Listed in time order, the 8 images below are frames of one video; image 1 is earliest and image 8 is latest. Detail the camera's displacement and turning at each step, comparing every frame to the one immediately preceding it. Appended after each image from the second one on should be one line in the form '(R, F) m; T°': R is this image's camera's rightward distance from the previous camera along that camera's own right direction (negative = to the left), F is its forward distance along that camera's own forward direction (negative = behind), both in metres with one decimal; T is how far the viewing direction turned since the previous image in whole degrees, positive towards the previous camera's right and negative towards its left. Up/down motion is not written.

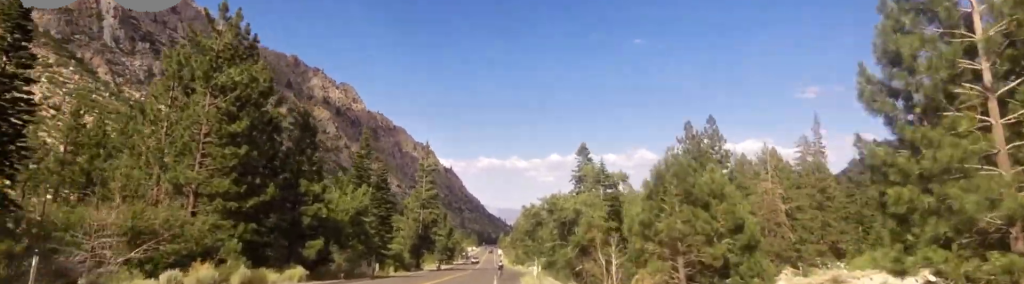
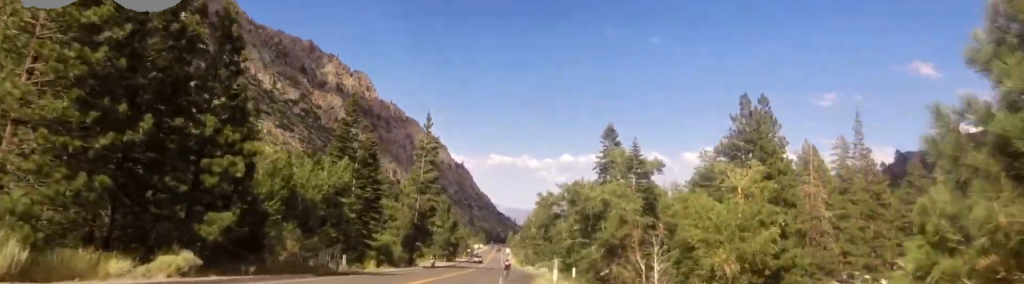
(+1.2, +14.9) m; 0°
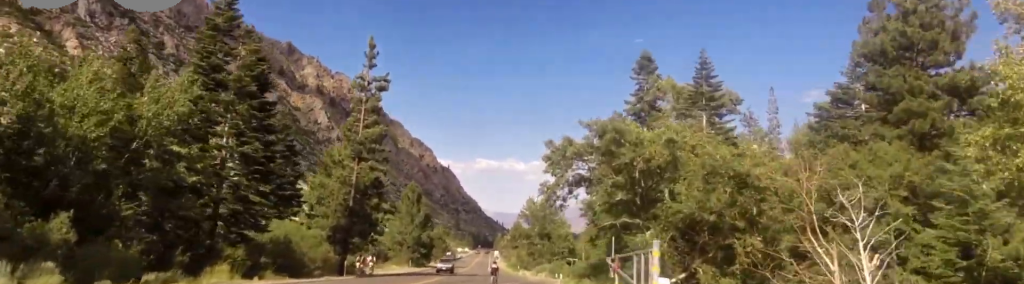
(-0.9, +29.8) m; 0°
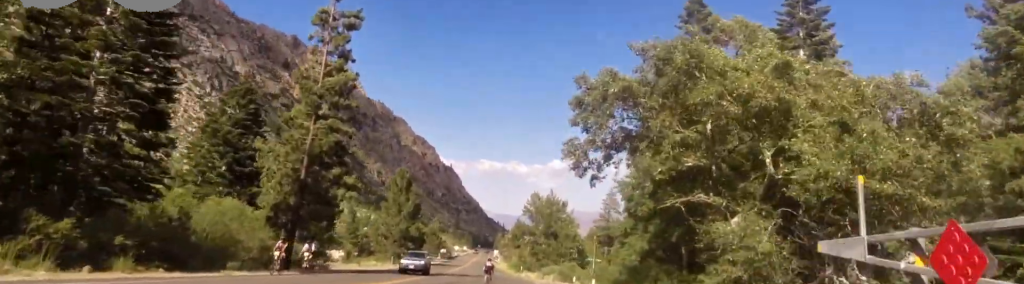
(+1.2, +13.7) m; +1°
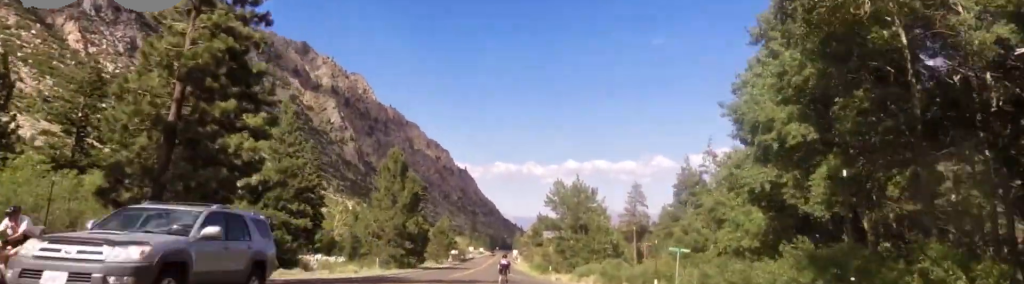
(-0.8, +17.8) m; -4°
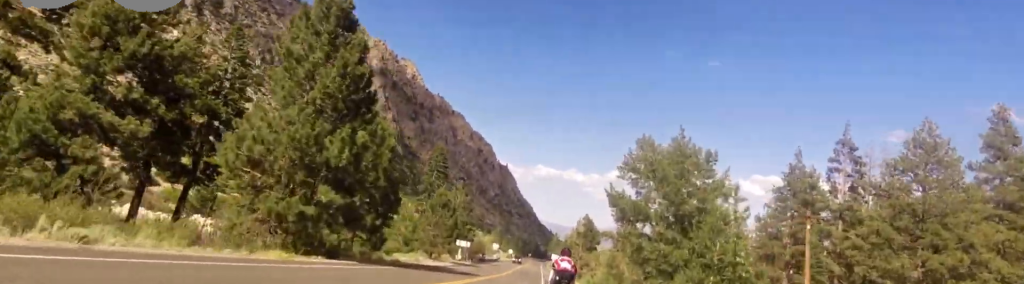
(-0.7, +41.1) m; +2°
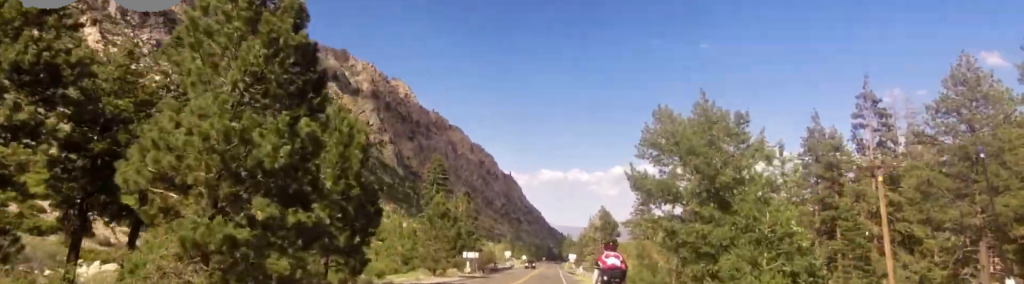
(+0.2, +7.7) m; 0°
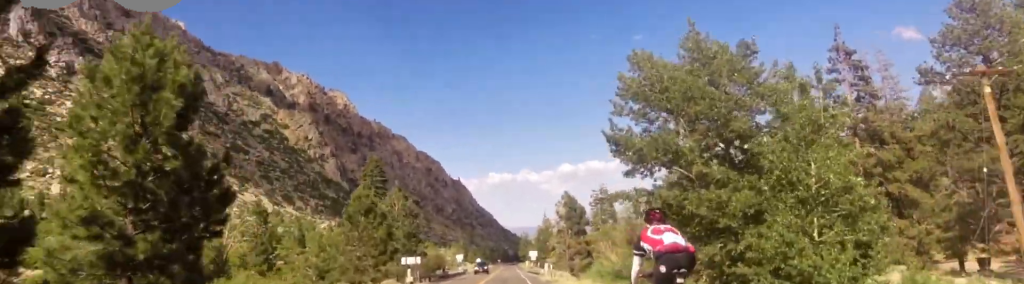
(+0.4, +12.7) m; 0°
